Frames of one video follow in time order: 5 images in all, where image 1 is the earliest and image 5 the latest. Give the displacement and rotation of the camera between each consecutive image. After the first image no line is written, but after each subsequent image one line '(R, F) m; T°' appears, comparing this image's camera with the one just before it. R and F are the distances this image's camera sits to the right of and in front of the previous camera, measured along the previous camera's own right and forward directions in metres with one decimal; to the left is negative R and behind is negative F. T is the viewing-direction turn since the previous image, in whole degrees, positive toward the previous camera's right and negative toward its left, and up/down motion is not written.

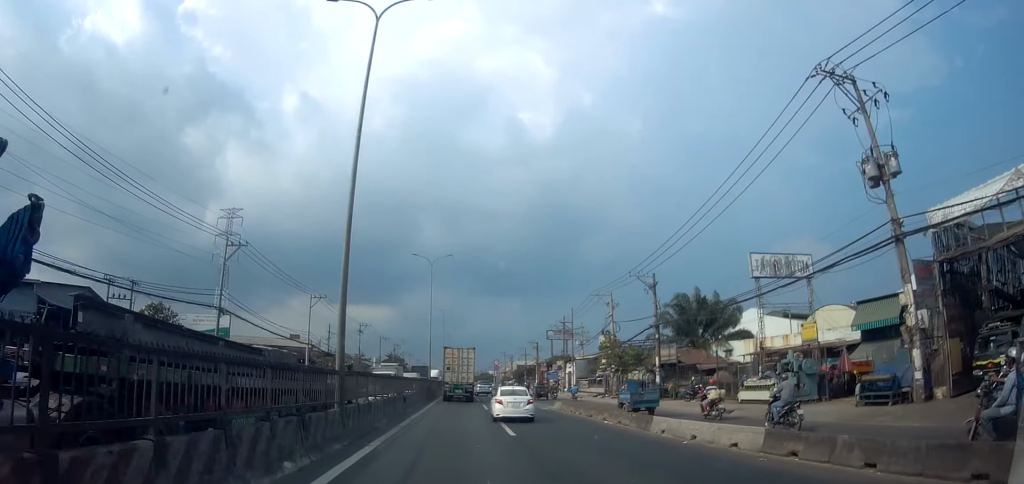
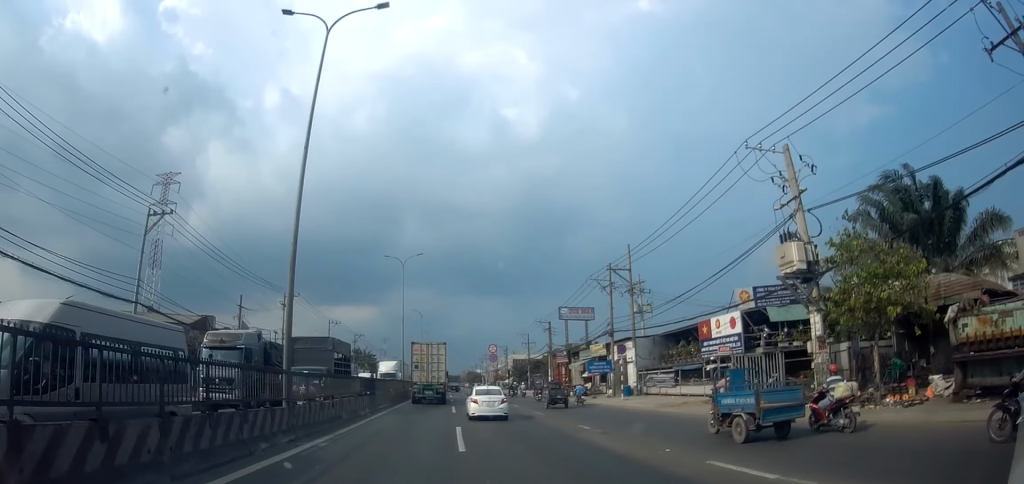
(+0.5, +33.7) m; -2°
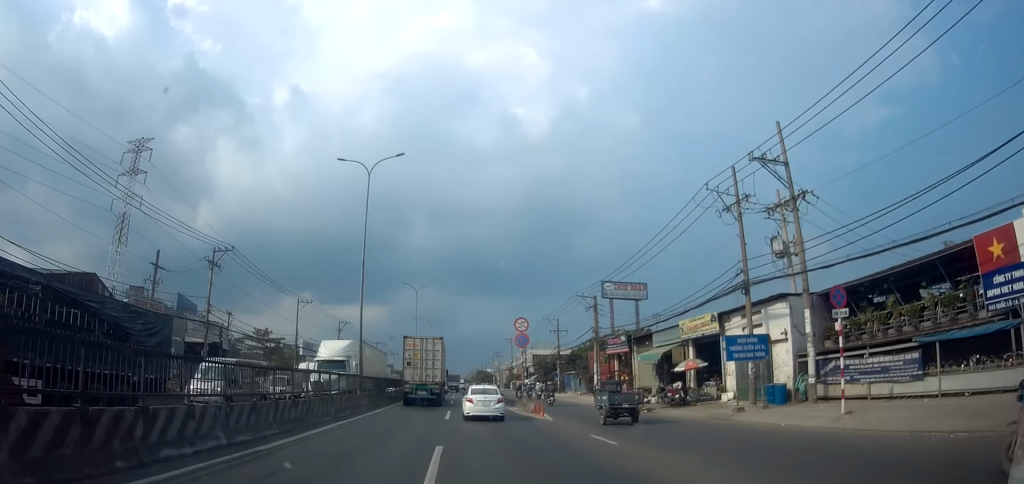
(-0.4, +21.2) m; -1°
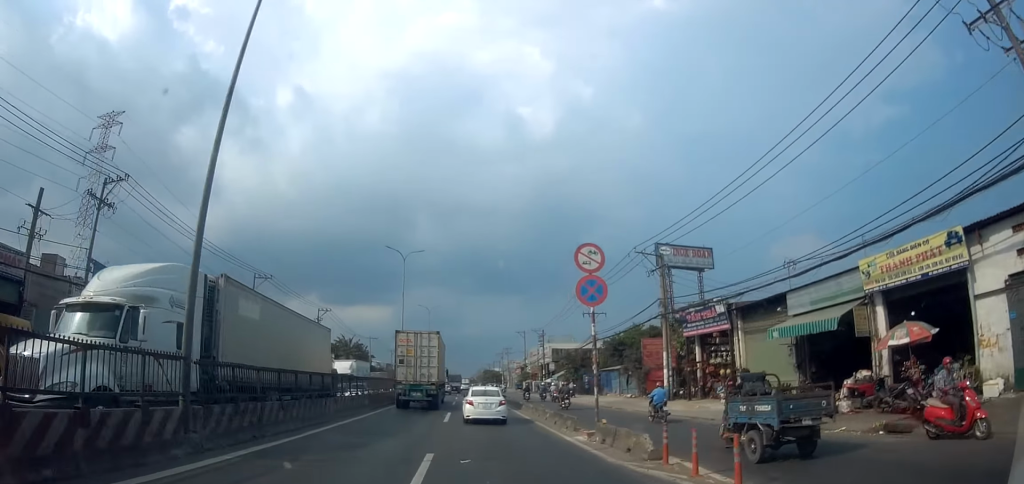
(0.0, +16.3) m; 0°
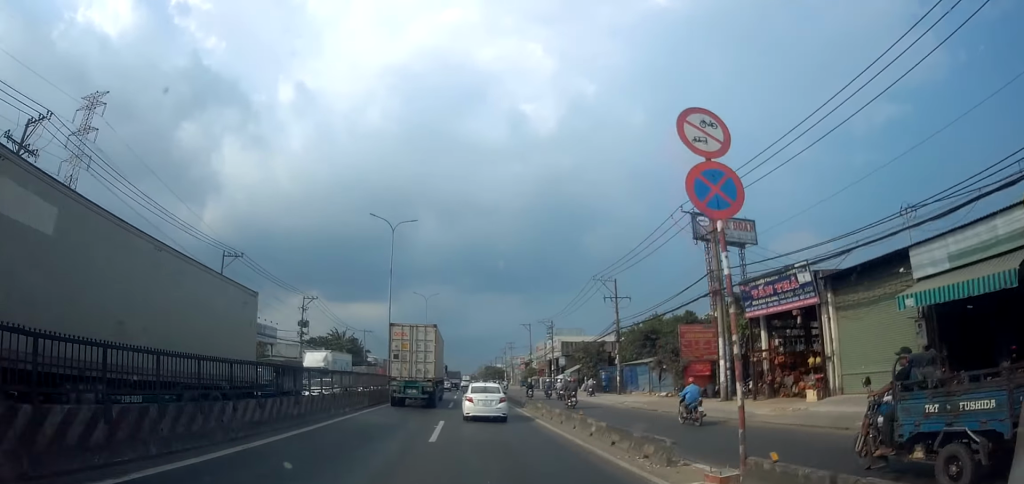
(0.0, +7.5) m; 0°
